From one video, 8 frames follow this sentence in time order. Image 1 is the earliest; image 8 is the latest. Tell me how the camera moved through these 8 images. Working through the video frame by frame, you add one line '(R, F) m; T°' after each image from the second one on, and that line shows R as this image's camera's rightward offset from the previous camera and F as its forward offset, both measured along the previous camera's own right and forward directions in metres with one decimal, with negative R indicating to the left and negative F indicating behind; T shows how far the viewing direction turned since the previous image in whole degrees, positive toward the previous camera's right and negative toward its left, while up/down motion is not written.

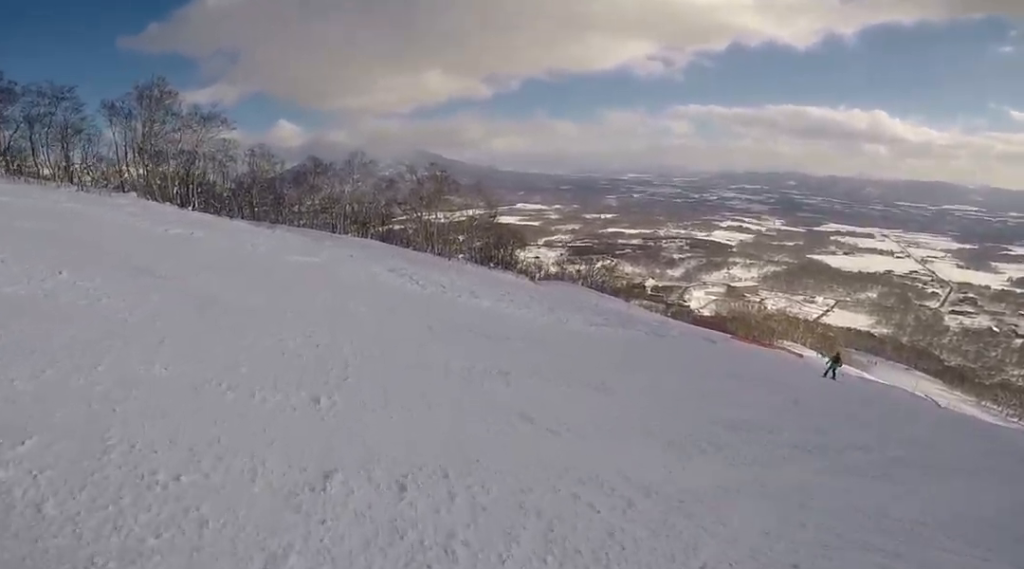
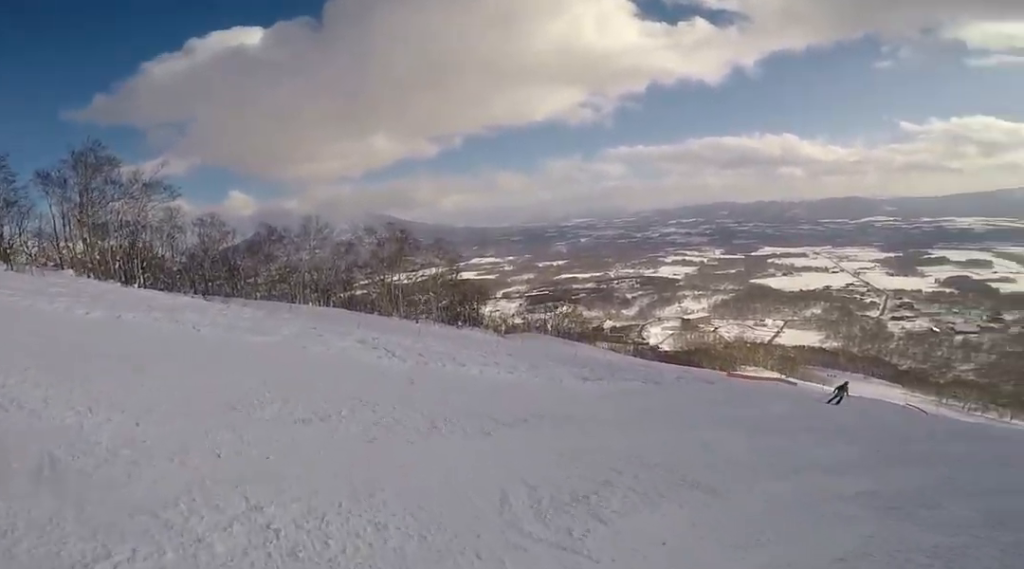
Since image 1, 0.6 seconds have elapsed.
(+0.3, +2.9) m; +1°
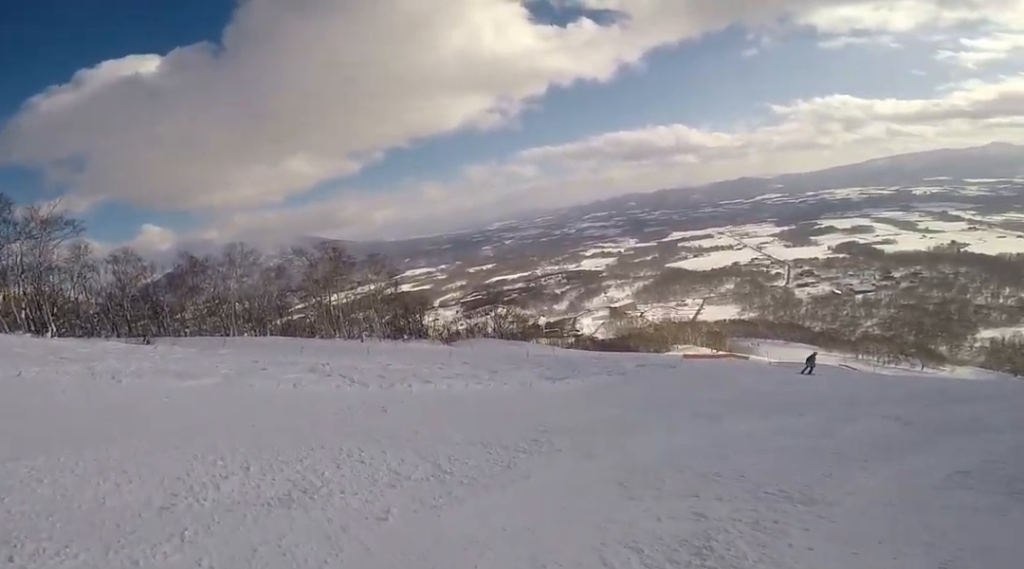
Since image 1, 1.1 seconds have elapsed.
(+0.5, +2.0) m; +1°
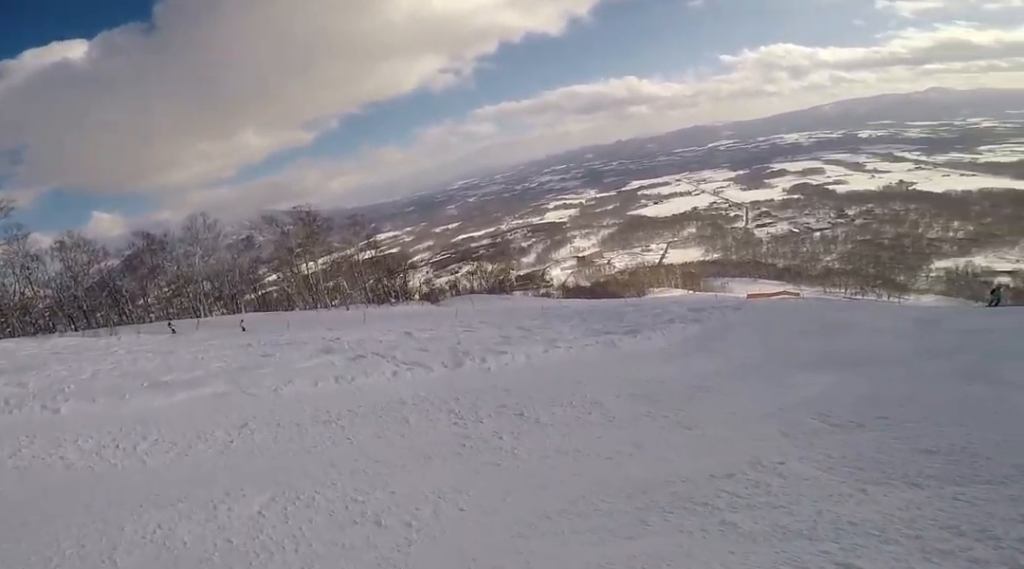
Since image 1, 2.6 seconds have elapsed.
(-1.0, +6.8) m; +10°
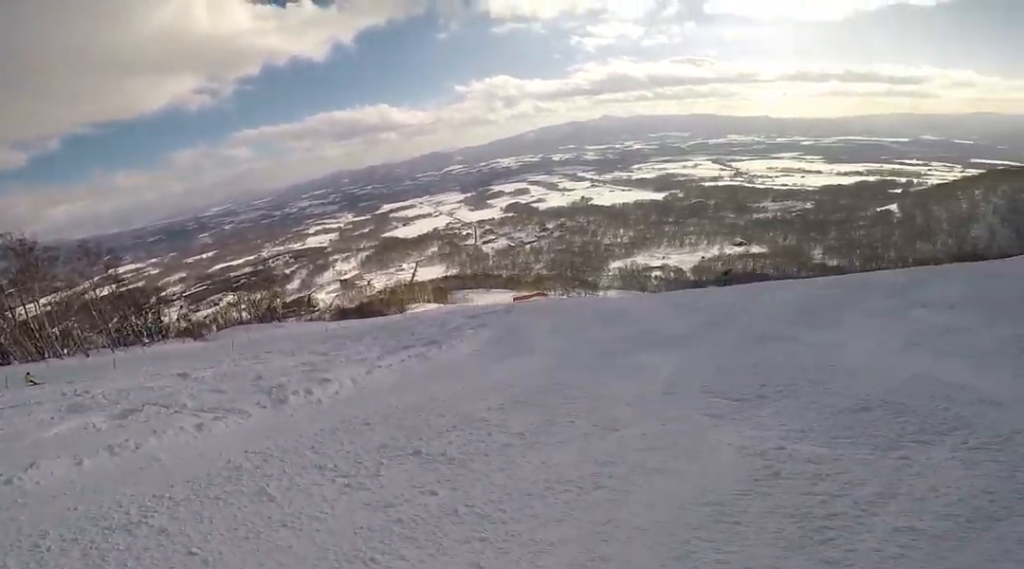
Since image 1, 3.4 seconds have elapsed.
(+0.2, +2.5) m; +33°
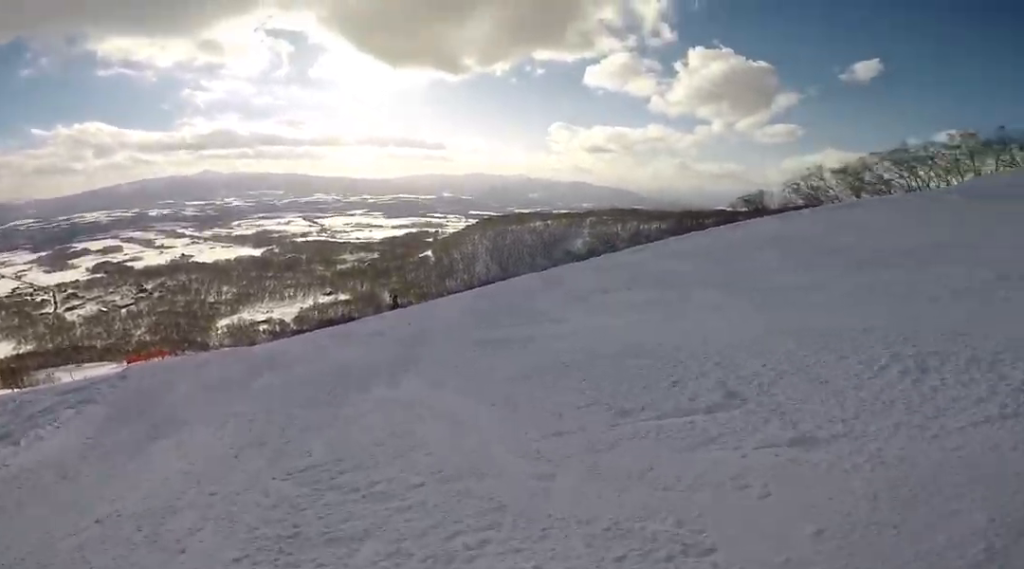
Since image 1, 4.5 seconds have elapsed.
(+2.9, +3.5) m; +53°
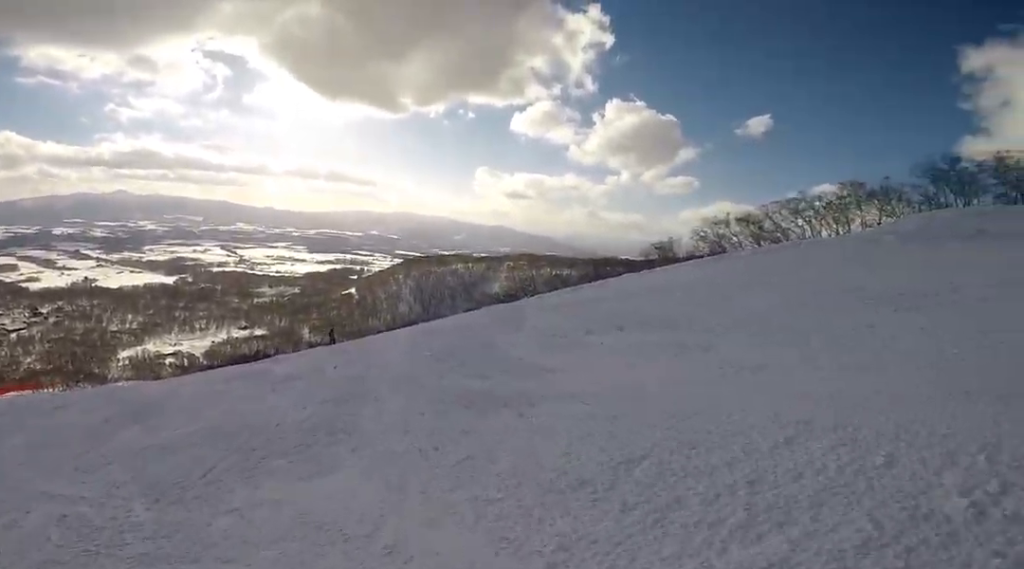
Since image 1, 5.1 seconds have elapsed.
(+0.5, +2.8) m; +10°
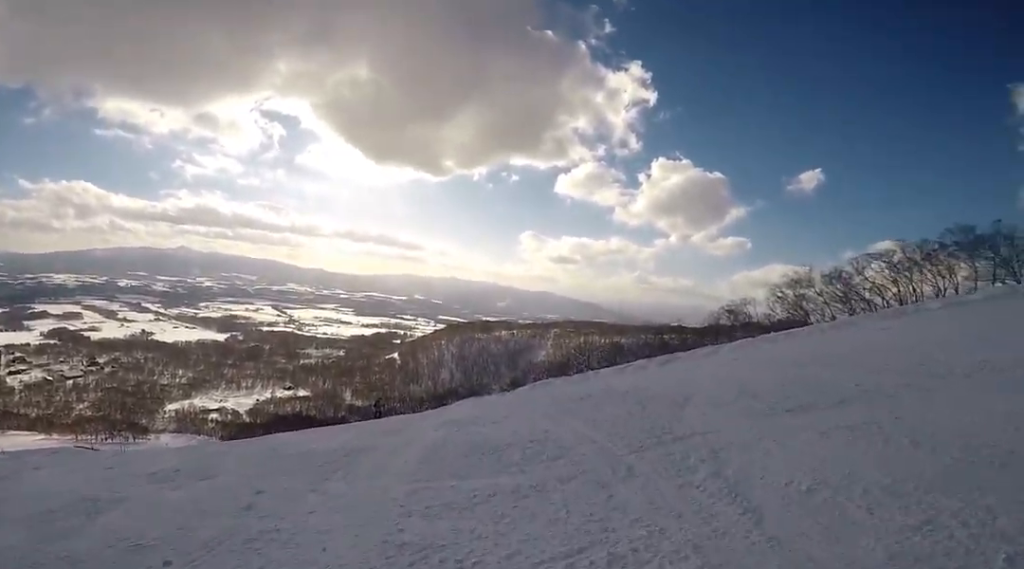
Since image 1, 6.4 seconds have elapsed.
(+0.6, +6.2) m; +13°
